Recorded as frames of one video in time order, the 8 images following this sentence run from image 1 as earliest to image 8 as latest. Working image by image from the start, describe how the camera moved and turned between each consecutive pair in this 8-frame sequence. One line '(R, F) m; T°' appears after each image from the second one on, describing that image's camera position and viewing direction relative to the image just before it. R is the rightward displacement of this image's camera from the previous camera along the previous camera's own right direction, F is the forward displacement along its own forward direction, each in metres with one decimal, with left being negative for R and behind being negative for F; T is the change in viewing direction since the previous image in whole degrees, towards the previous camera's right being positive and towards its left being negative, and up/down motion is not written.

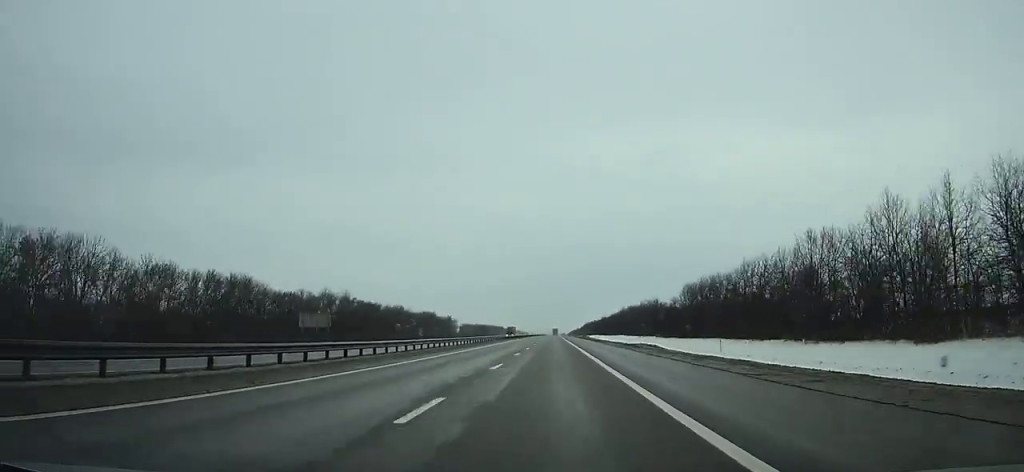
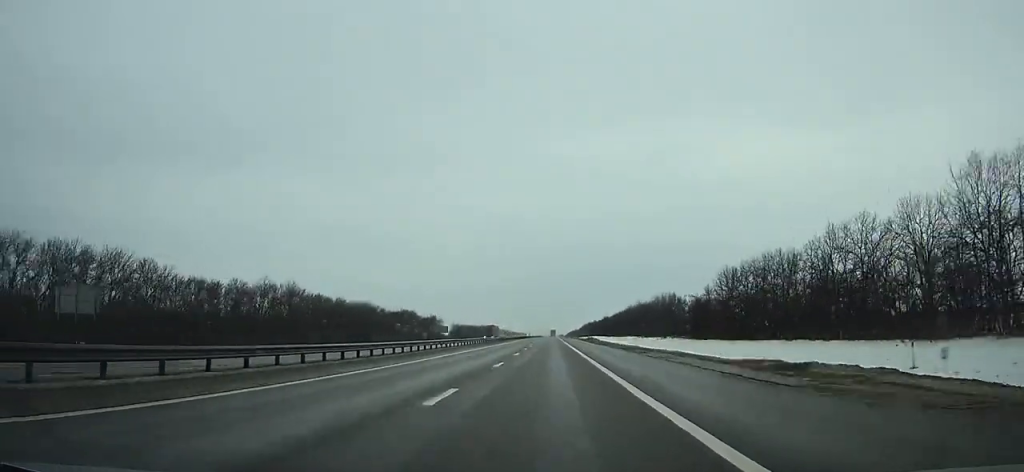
(+0.2, +34.6) m; 0°
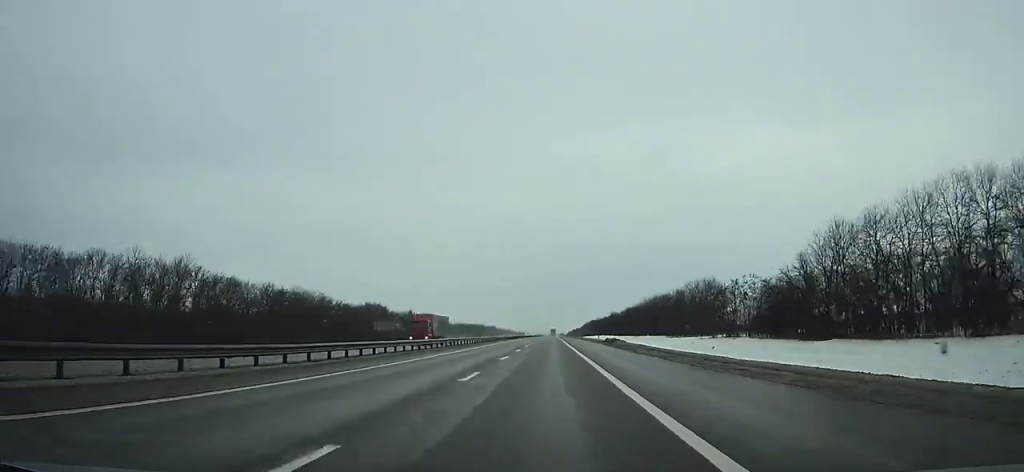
(-0.2, +43.1) m; 0°
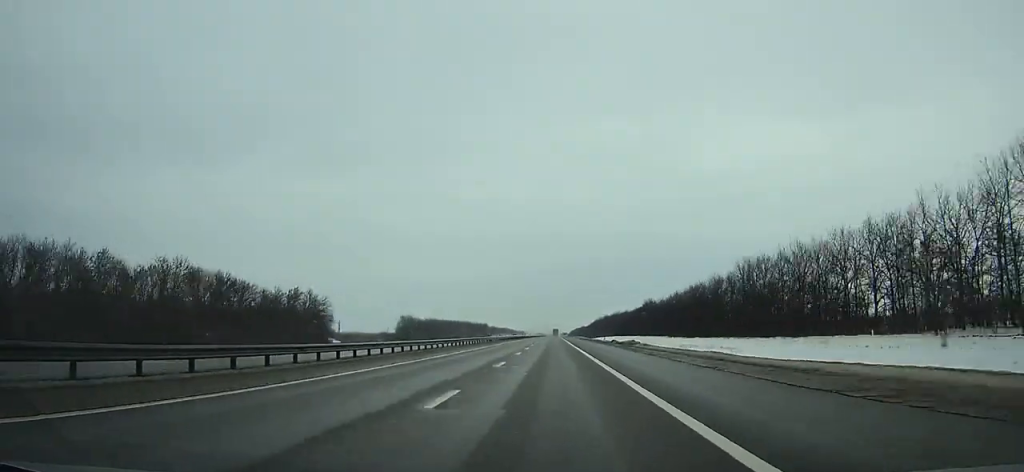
(0.0, +100.9) m; 0°
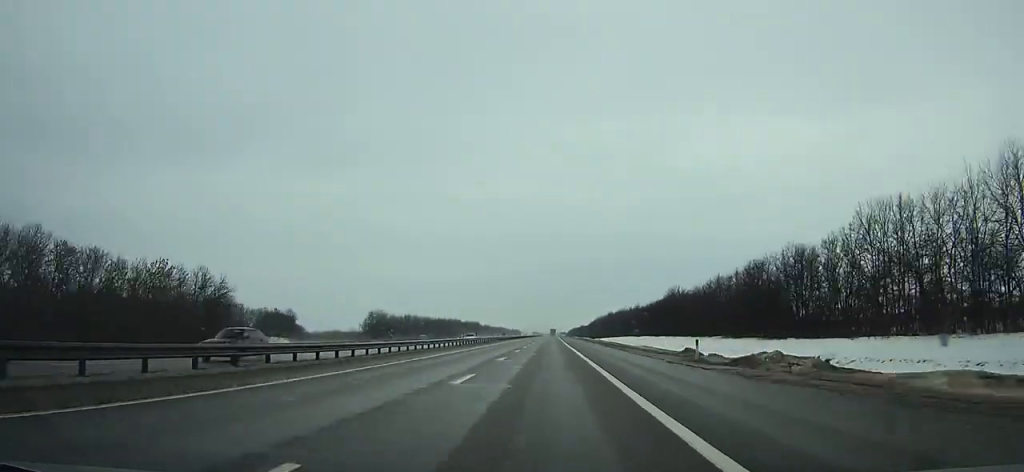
(+0.1, +44.2) m; 0°
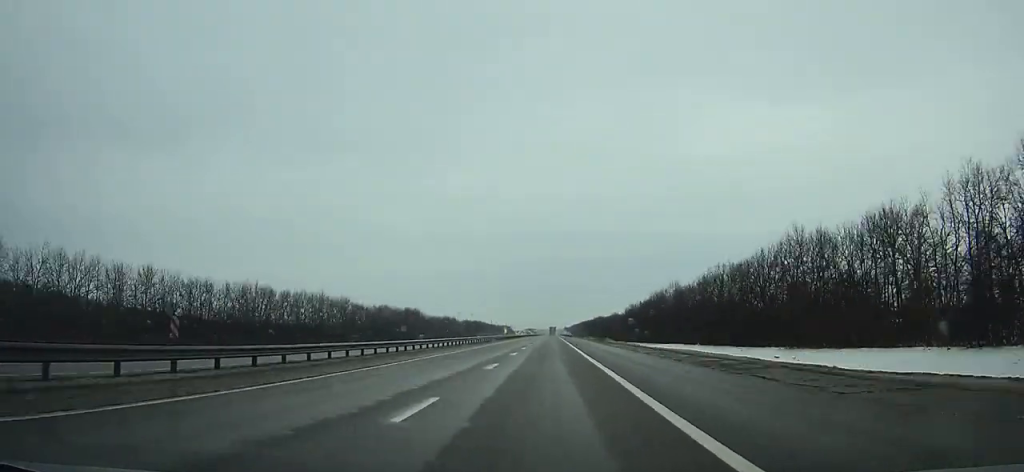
(0.0, +233.4) m; 0°
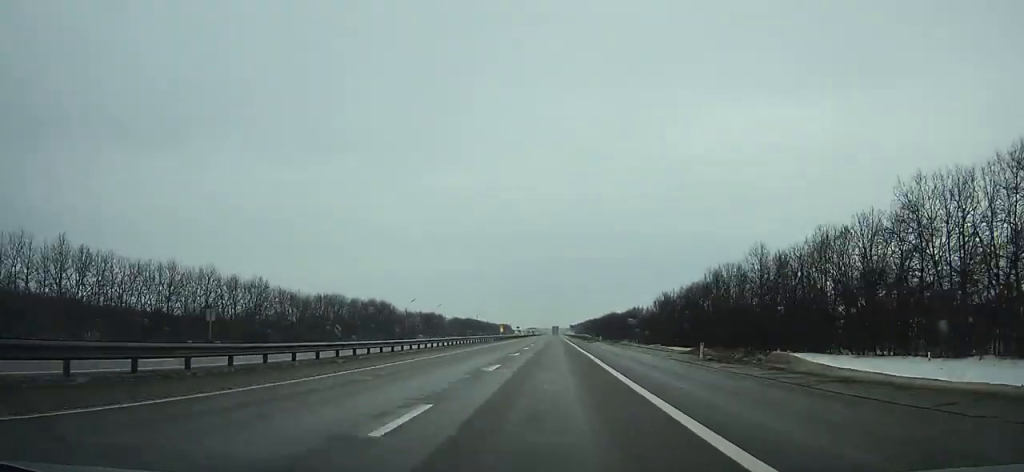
(-0.1, +62.6) m; 0°
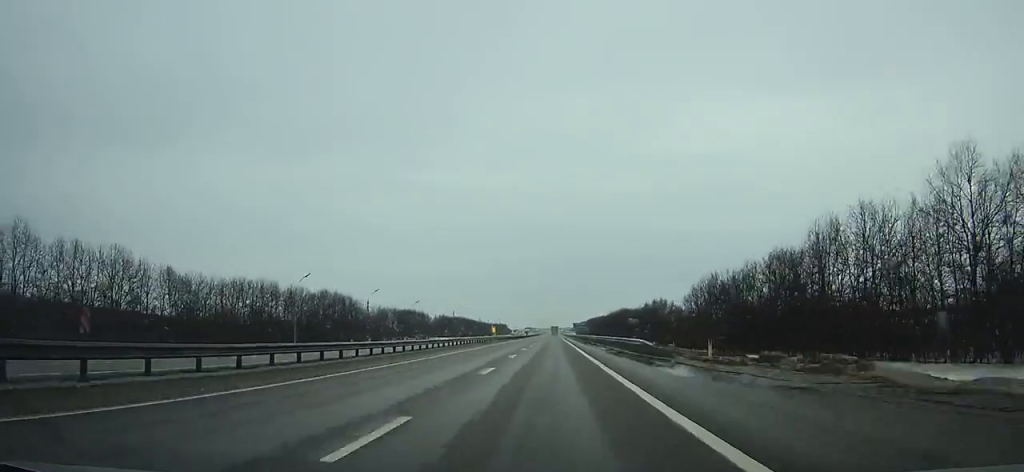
(0.0, +48.5) m; 0°
